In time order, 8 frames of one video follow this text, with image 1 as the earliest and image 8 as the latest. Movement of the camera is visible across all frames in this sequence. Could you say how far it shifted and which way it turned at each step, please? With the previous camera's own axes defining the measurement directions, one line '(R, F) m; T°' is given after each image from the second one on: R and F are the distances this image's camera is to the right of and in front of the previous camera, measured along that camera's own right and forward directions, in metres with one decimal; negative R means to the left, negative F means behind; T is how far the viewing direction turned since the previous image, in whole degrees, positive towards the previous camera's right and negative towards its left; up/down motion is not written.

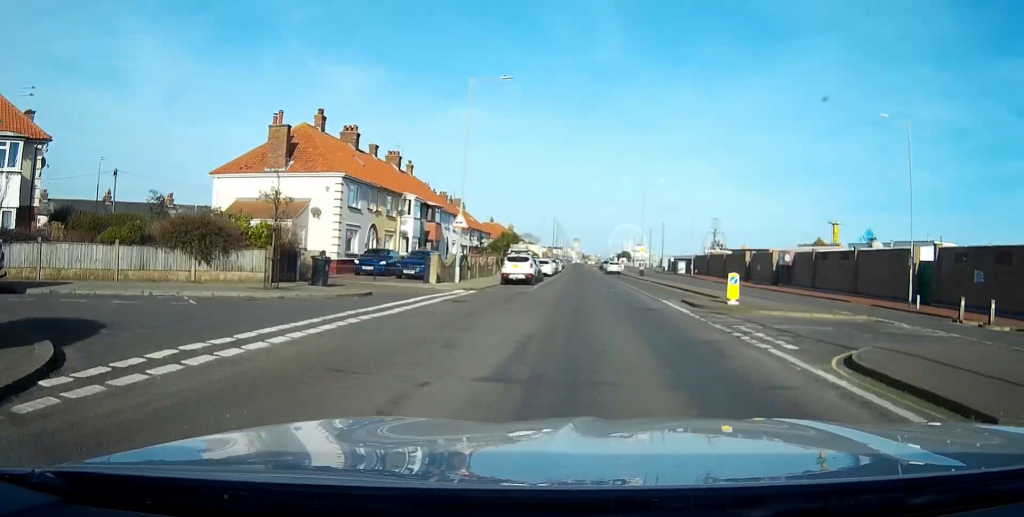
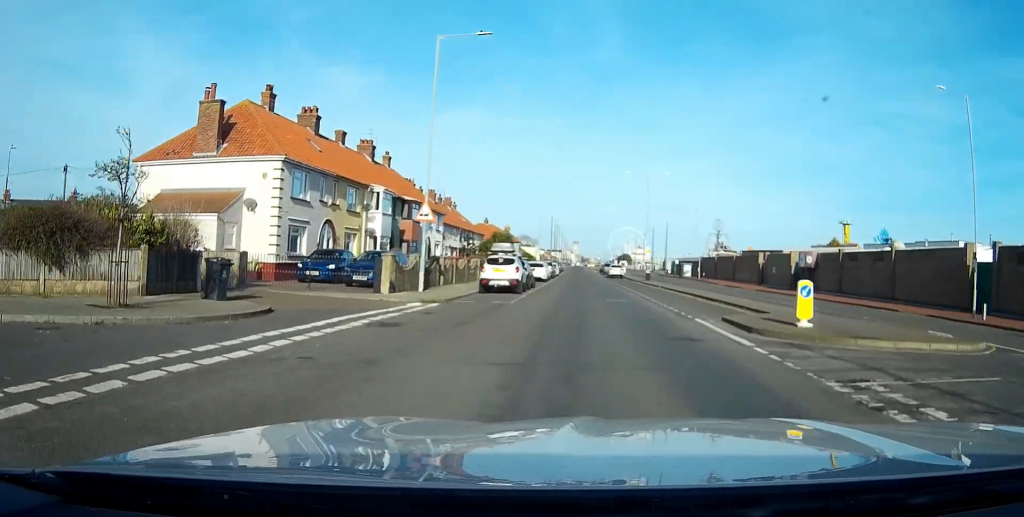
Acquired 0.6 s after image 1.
(0.0, +7.9) m; 0°
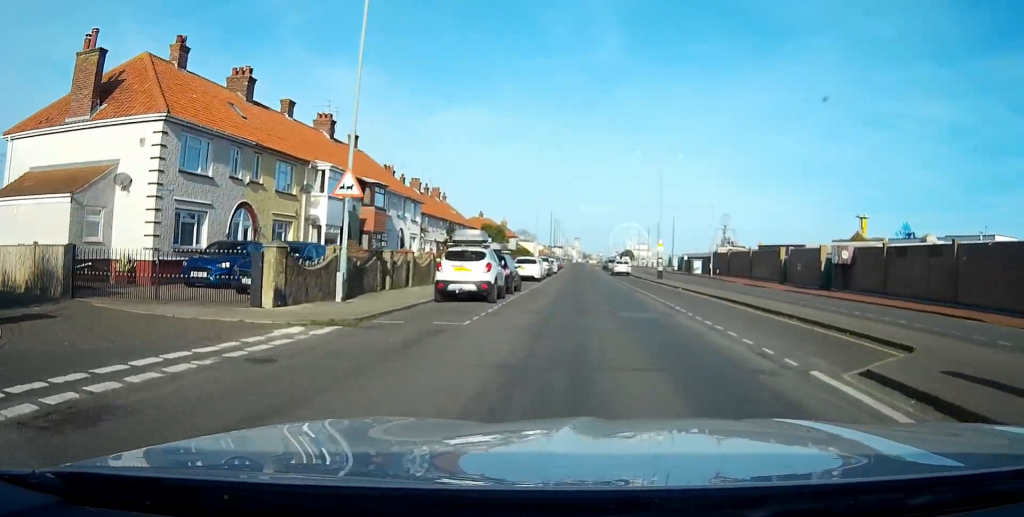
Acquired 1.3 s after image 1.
(0.0, +9.8) m; -1°
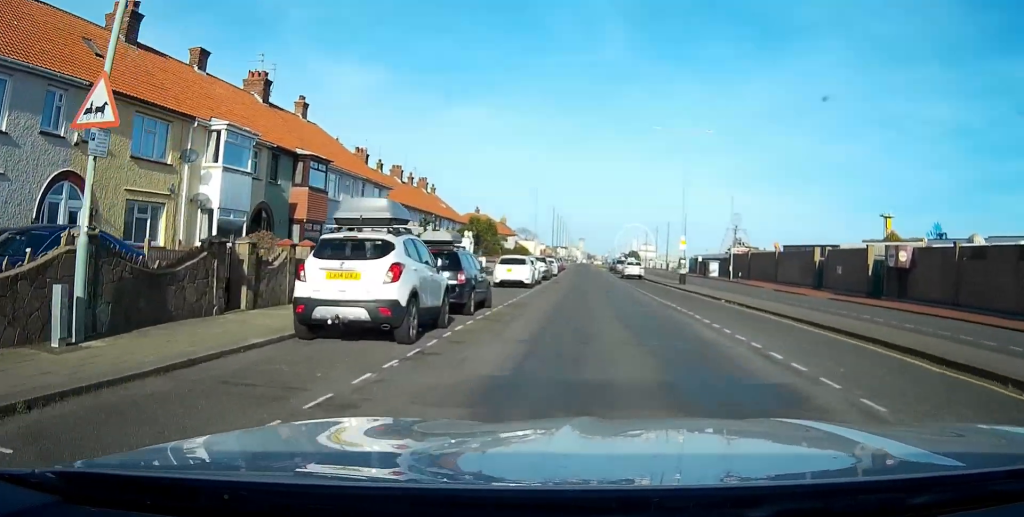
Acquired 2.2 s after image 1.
(-0.1, +11.2) m; 0°
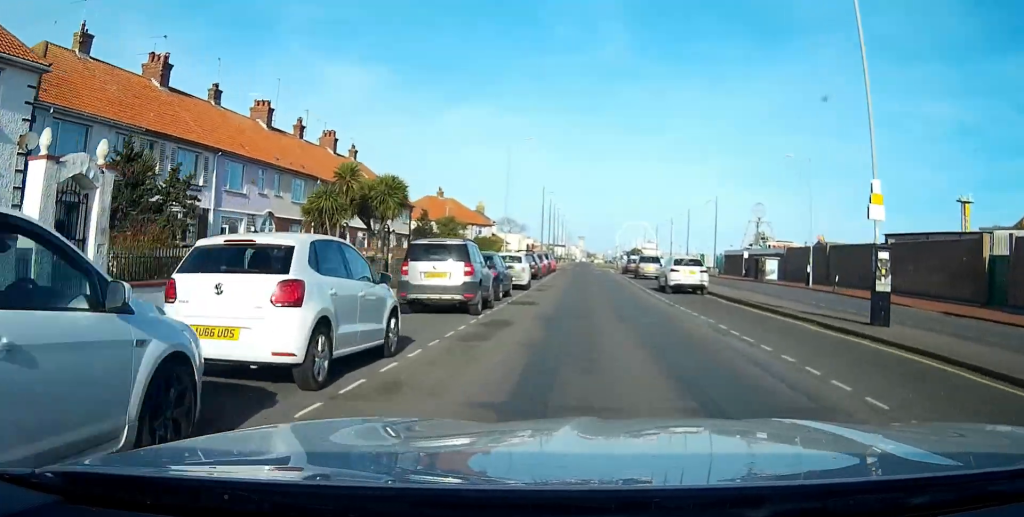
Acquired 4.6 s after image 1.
(0.0, +33.3) m; -1°
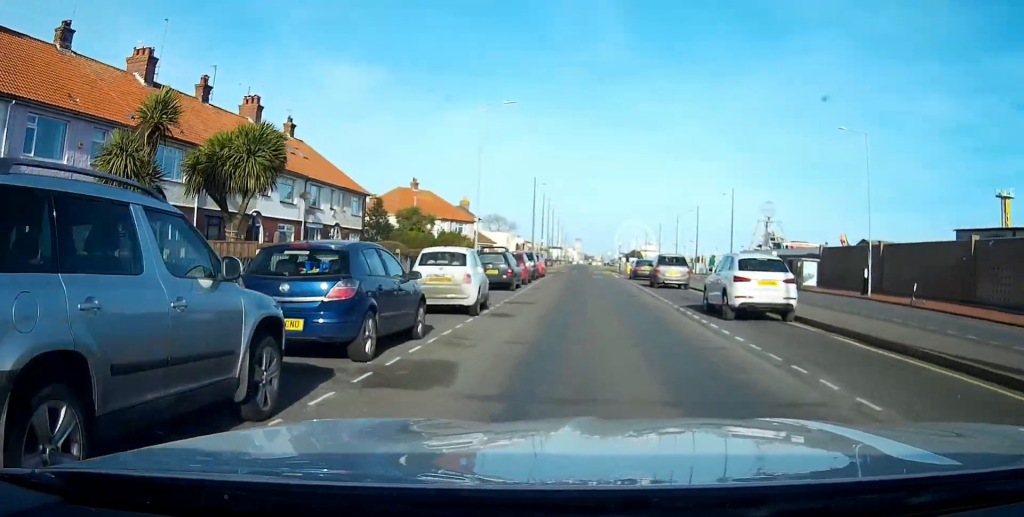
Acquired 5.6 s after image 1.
(0.0, +13.5) m; 0°
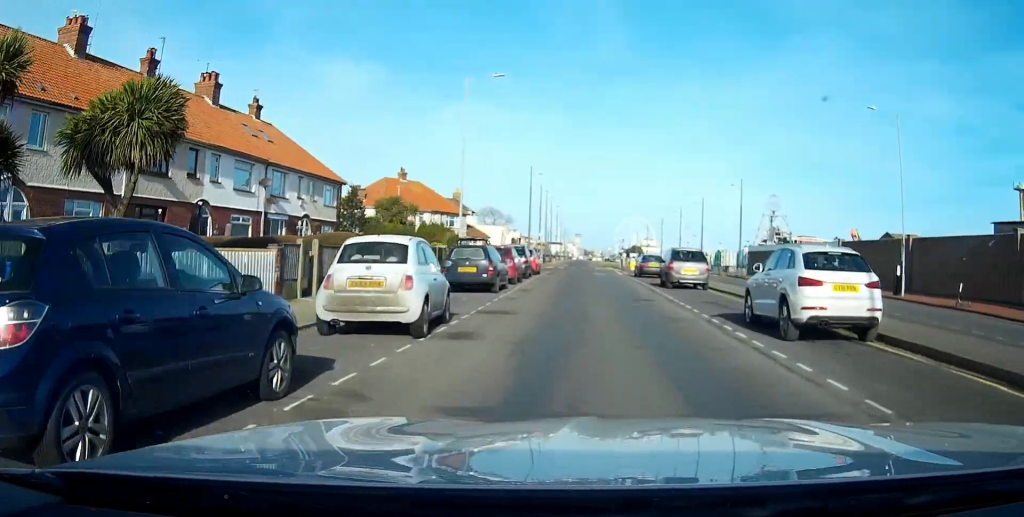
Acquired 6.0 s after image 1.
(0.0, +5.4) m; 0°
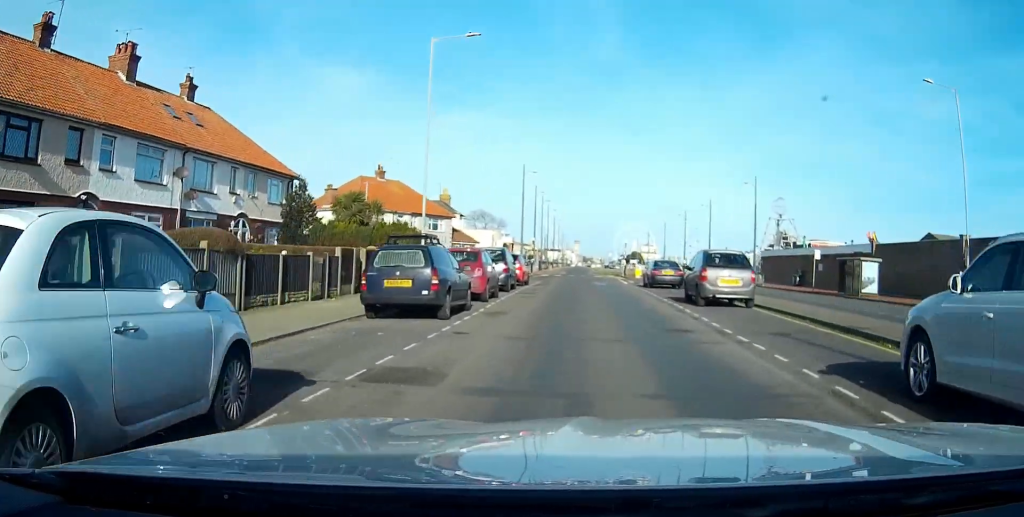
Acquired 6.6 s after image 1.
(0.0, +8.1) m; 0°
